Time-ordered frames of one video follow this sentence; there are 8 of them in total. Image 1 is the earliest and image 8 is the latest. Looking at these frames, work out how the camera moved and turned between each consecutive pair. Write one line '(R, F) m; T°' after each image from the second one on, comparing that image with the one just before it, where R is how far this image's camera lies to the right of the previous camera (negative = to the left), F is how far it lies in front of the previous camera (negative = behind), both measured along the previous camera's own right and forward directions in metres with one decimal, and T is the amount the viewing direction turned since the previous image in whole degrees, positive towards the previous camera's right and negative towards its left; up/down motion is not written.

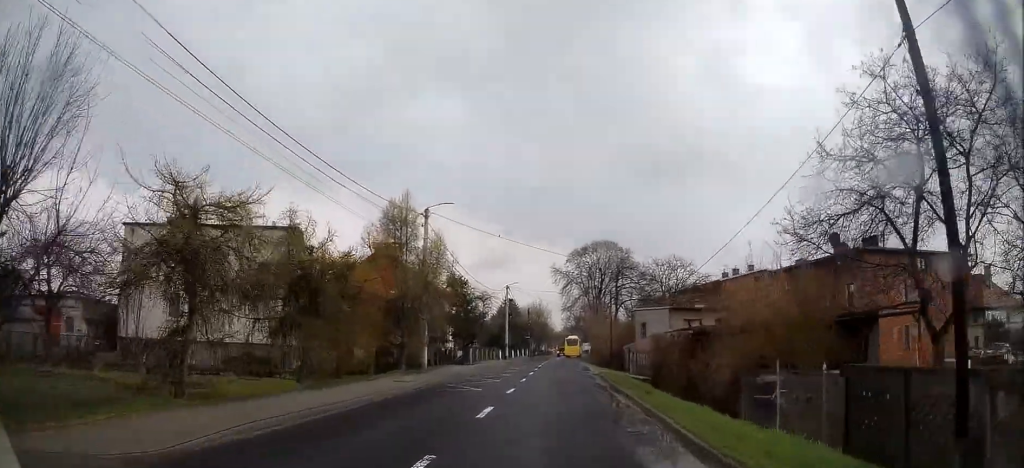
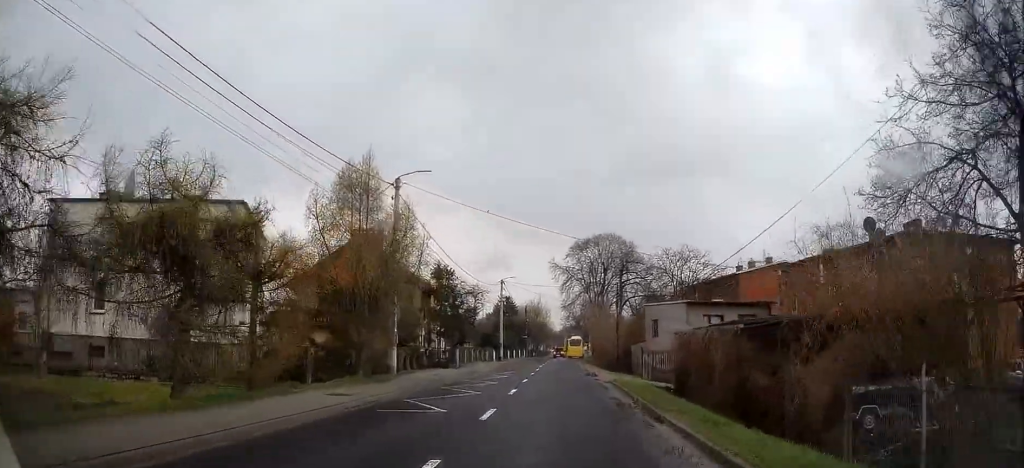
(0.0, +6.3) m; 0°
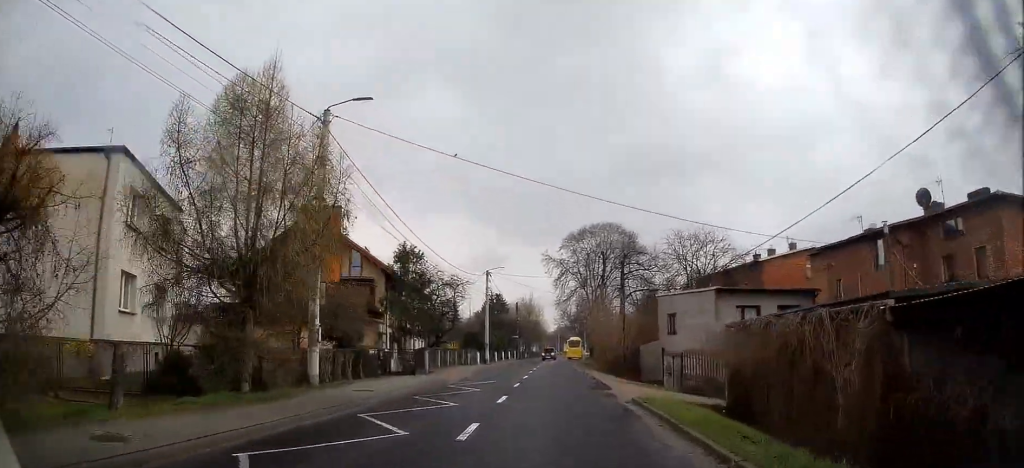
(-0.1, +8.4) m; -1°
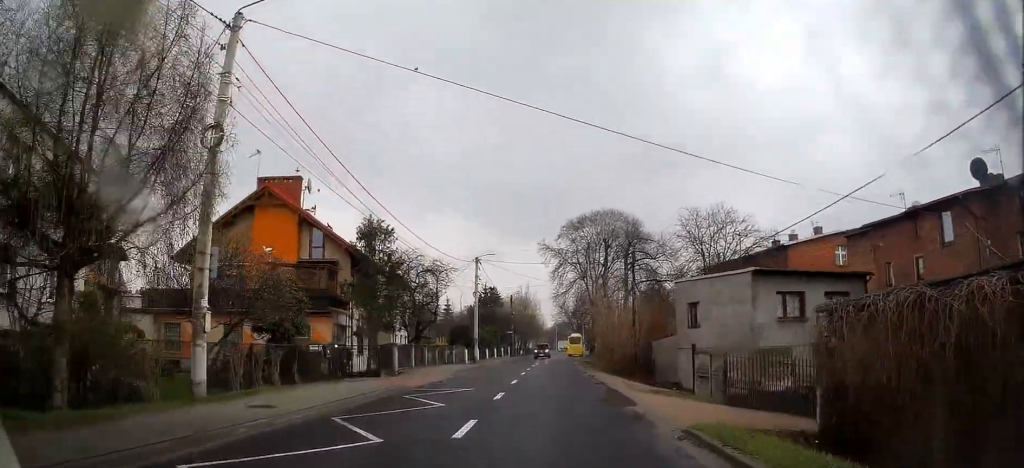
(0.0, +6.2) m; -1°
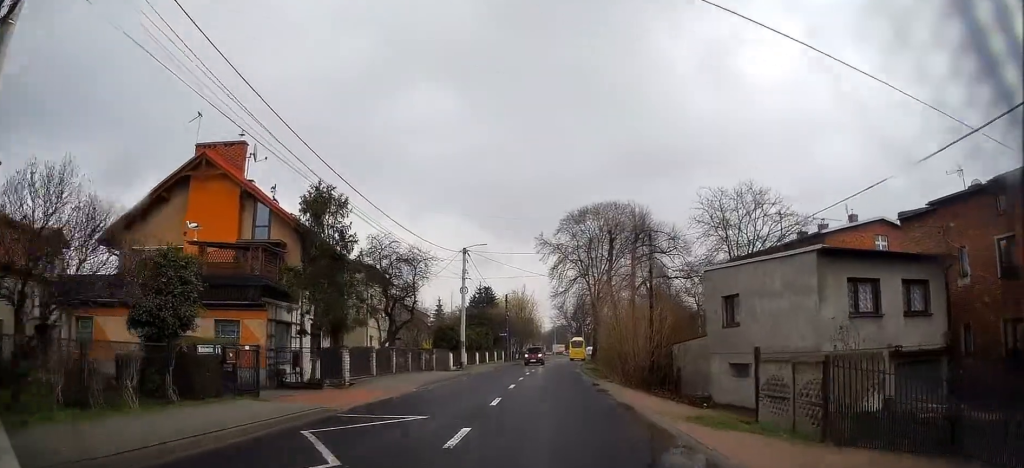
(-0.1, +6.6) m; 0°
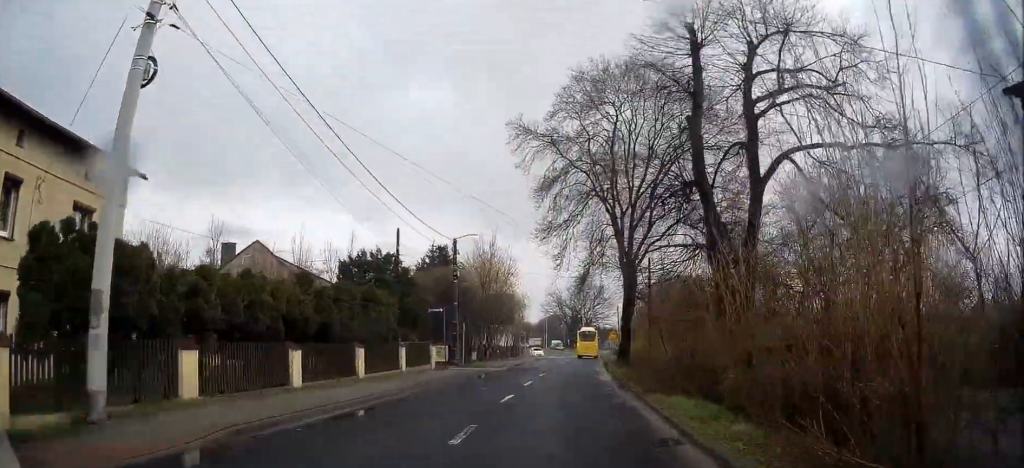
(+1.0, +36.0) m; +2°
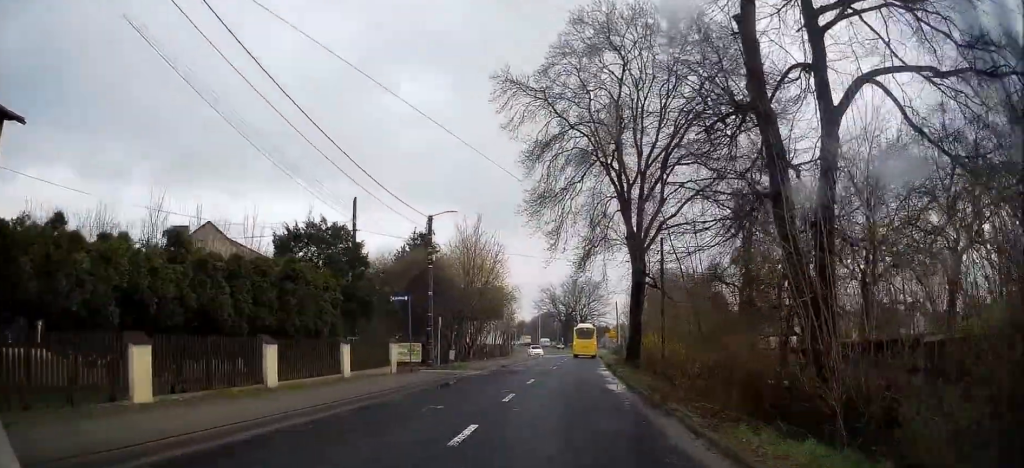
(0.0, +6.4) m; 0°
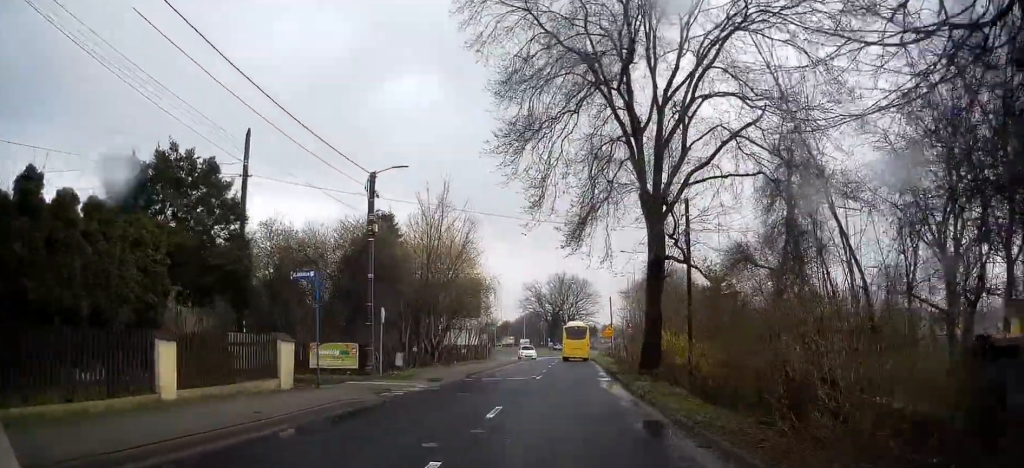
(+0.1, +9.5) m; +1°
